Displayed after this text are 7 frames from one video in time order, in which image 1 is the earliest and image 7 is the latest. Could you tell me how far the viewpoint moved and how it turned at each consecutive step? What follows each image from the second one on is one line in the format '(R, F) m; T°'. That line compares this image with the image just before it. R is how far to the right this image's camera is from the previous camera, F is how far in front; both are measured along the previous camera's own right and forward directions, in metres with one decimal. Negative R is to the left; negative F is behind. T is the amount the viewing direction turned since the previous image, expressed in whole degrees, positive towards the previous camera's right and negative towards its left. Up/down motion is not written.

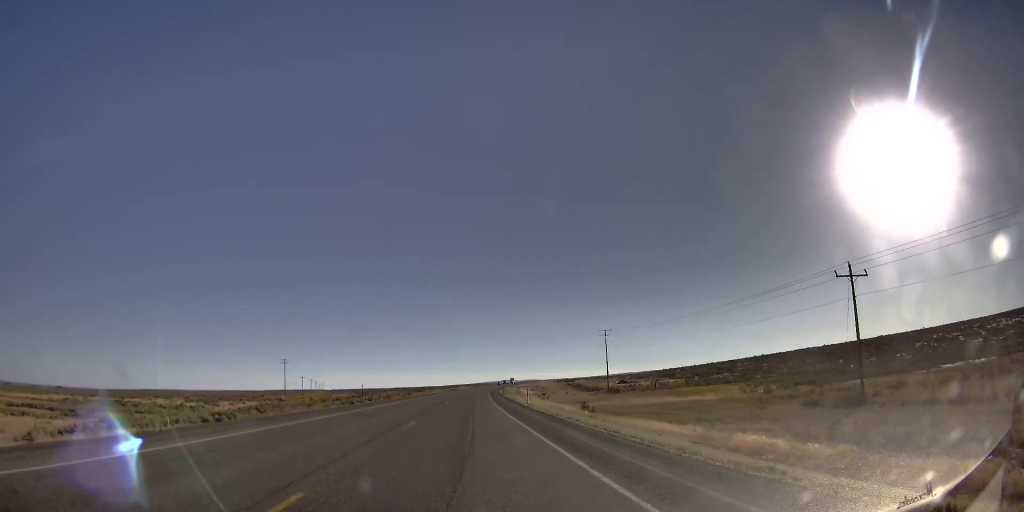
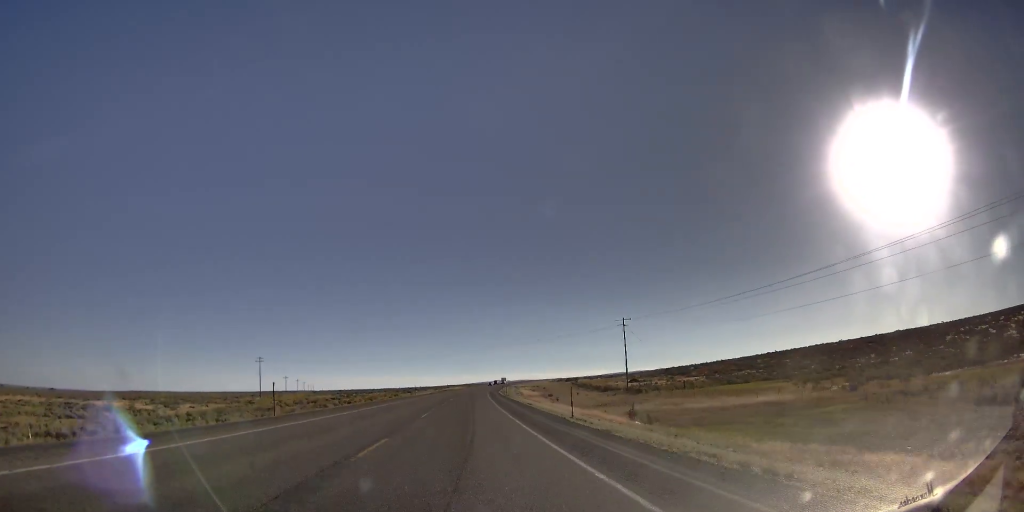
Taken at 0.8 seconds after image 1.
(-0.5, +22.7) m; -1°
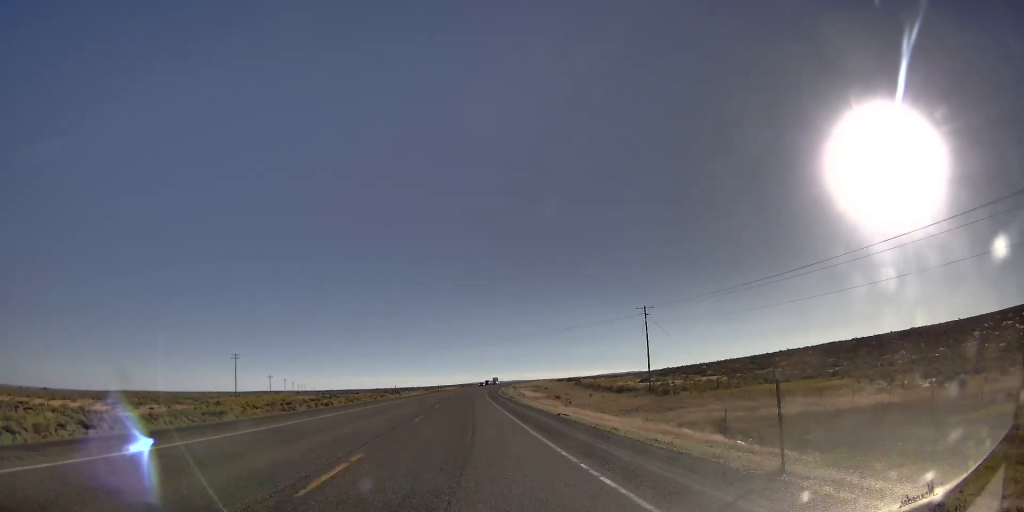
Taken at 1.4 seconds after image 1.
(-0.1, +18.7) m; -1°
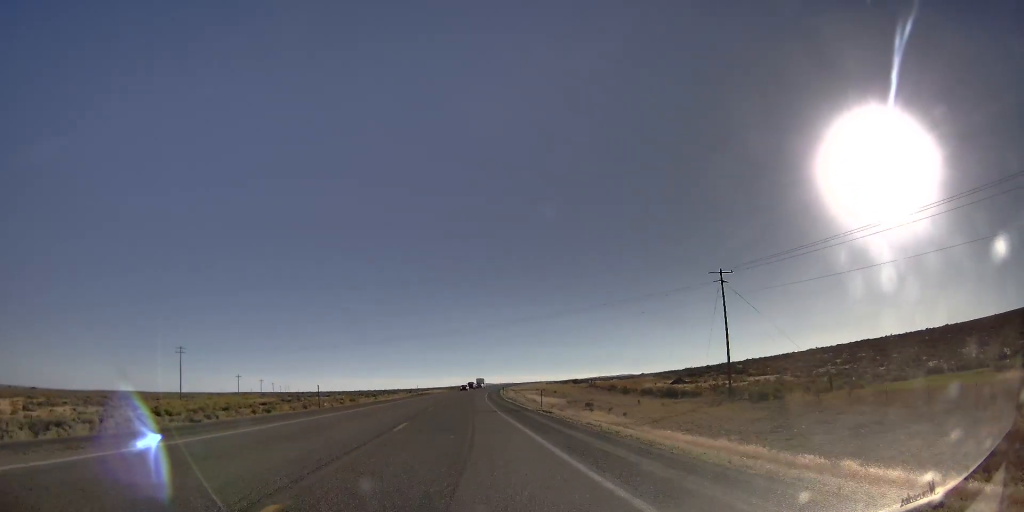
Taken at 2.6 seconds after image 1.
(-0.8, +35.3) m; -2°
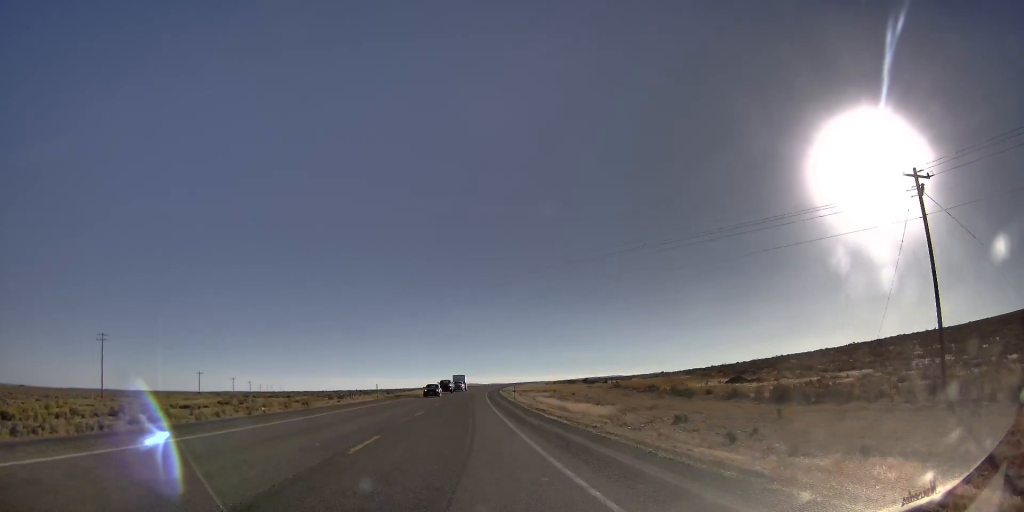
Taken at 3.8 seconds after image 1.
(-0.1, +36.3) m; 0°
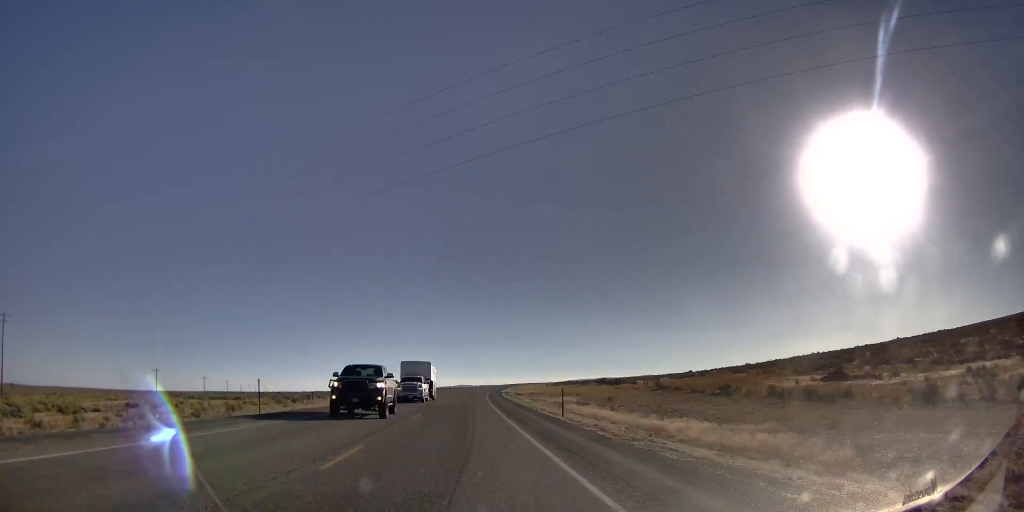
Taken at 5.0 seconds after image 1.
(-0.1, +33.2) m; 0°
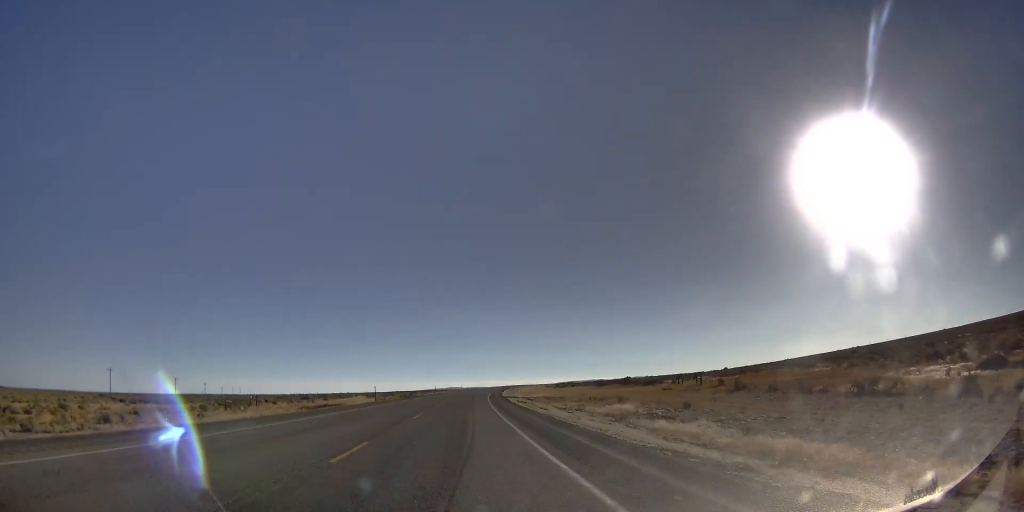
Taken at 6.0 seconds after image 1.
(+0.1, +29.3) m; -2°
